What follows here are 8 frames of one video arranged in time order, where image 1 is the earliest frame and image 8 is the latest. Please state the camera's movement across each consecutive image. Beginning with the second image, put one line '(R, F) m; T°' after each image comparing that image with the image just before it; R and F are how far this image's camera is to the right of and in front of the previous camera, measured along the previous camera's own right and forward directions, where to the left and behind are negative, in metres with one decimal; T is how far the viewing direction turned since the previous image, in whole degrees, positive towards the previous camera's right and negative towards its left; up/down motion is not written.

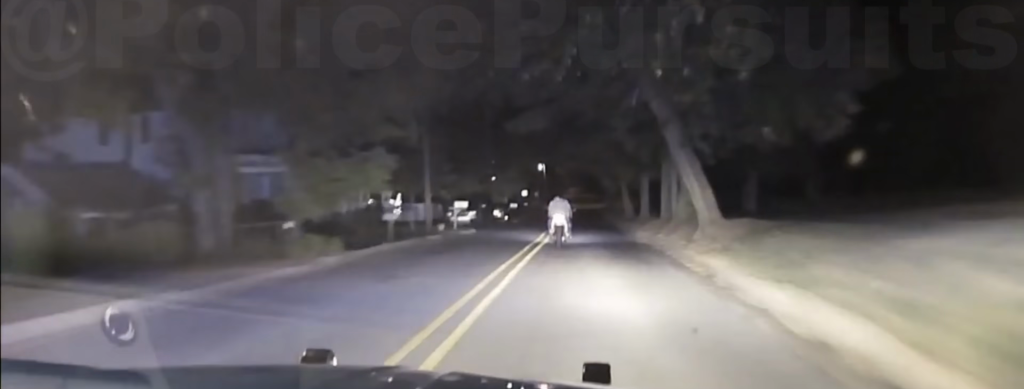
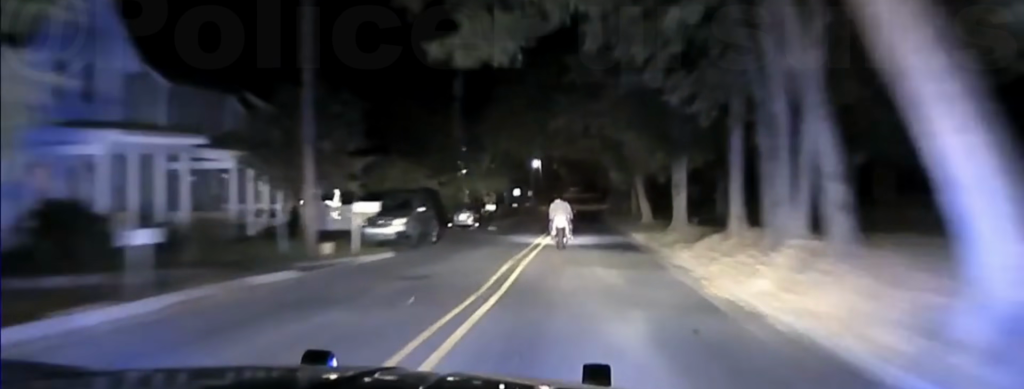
(0.0, +16.9) m; 0°
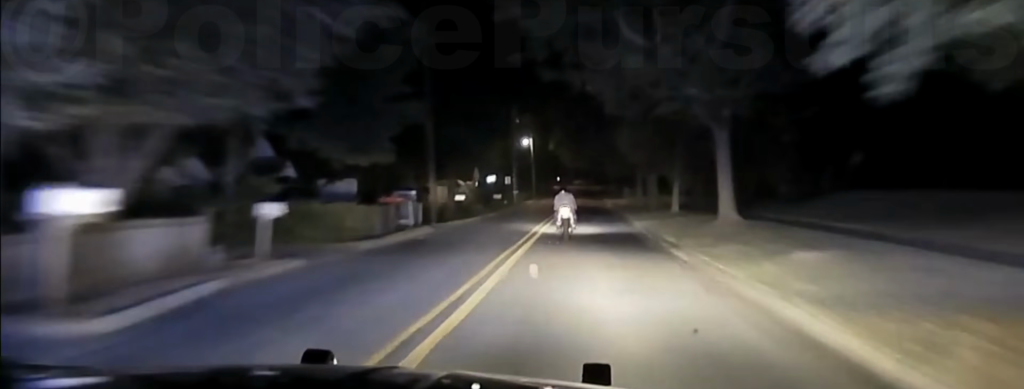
(0.0, +41.3) m; 0°
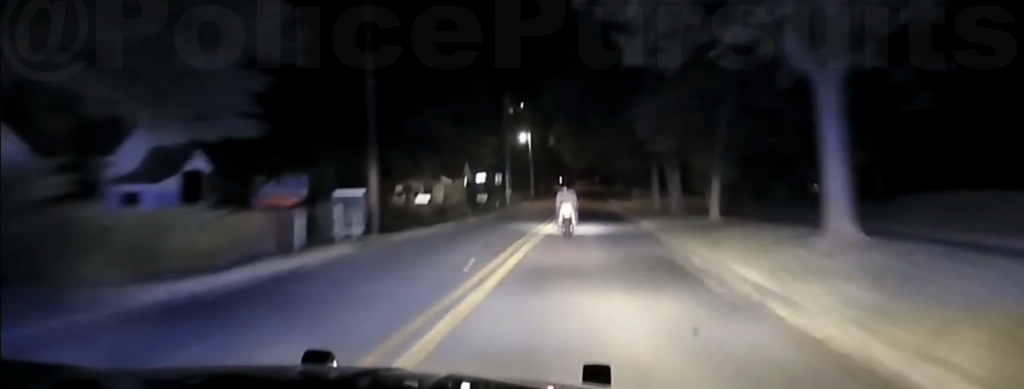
(0.0, +12.5) m; 0°
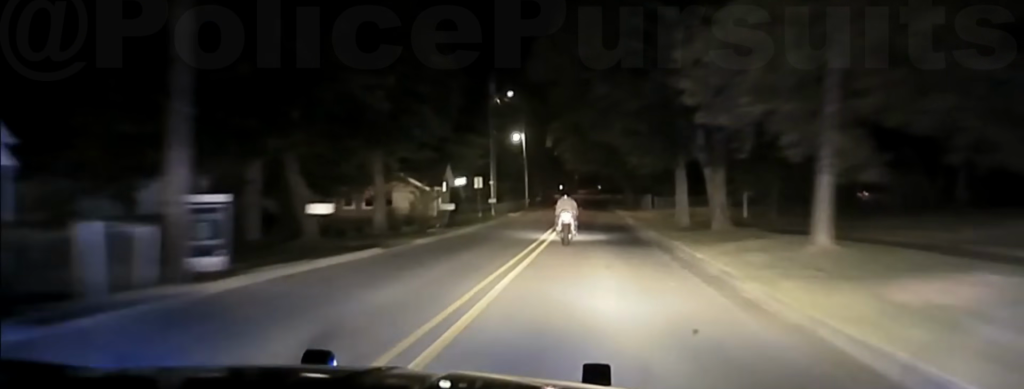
(0.0, +13.7) m; 0°
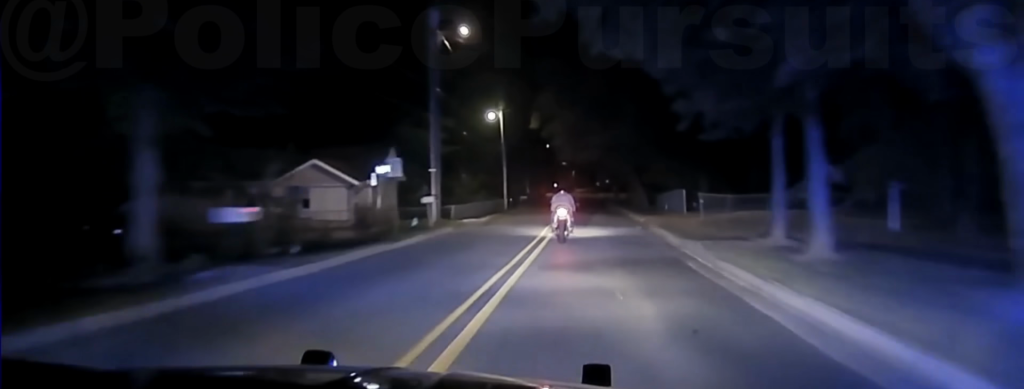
(0.0, +22.7) m; 0°
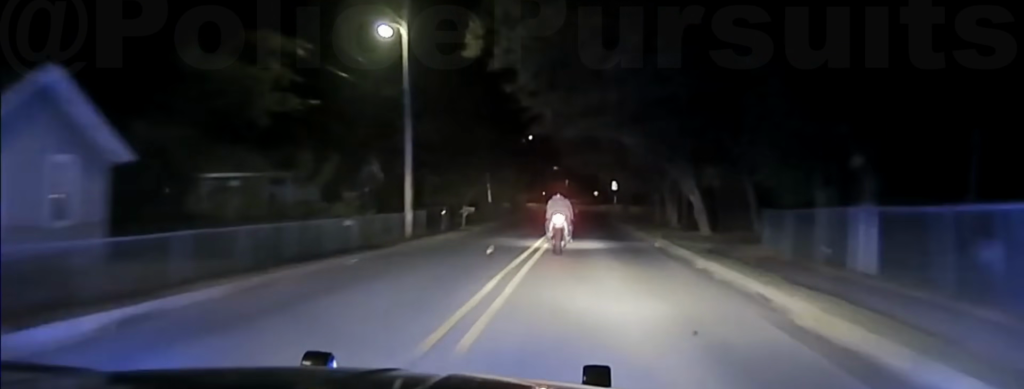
(0.0, +38.2) m; -1°
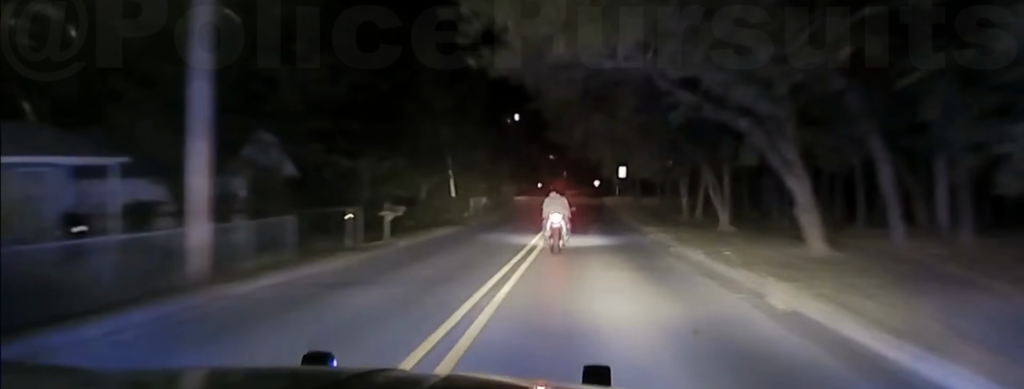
(-0.1, +17.7) m; 0°
